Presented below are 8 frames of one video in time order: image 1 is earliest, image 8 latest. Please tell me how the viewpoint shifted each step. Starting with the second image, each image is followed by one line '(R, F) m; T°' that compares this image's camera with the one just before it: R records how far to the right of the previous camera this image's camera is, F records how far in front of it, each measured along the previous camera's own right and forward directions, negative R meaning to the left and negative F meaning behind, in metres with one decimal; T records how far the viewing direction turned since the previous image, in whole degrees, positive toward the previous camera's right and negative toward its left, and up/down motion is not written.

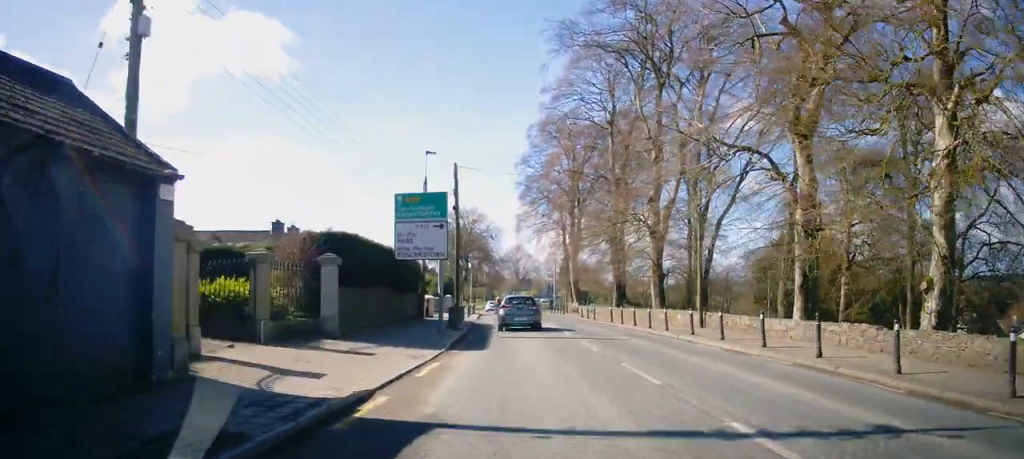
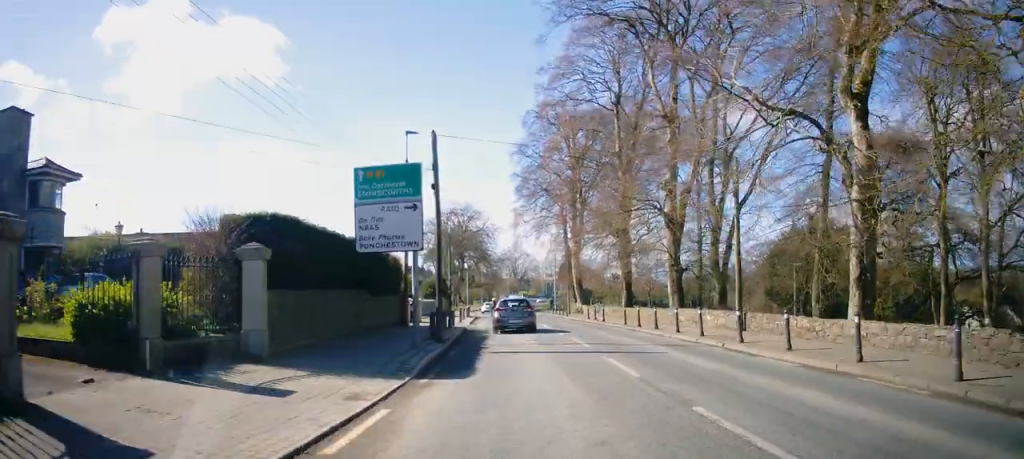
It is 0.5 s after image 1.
(0.0, +4.9) m; 0°
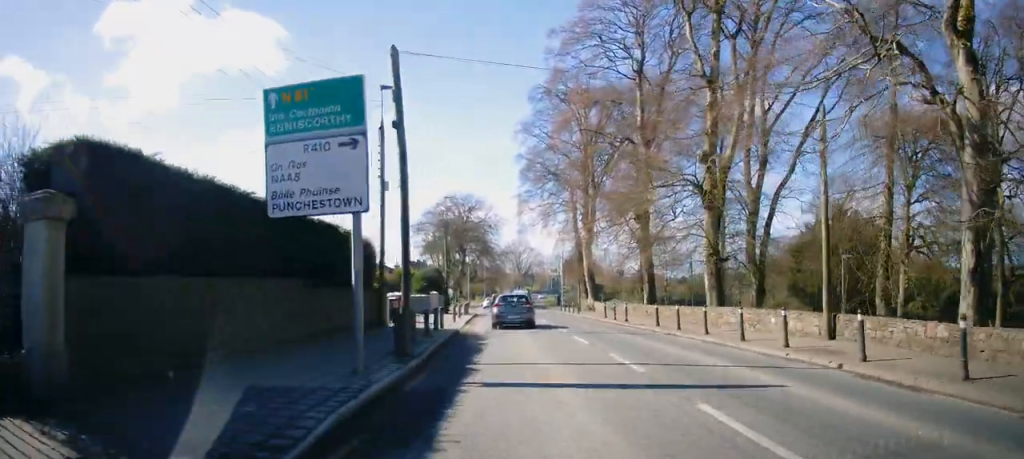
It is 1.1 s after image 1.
(0.0, +6.3) m; +1°
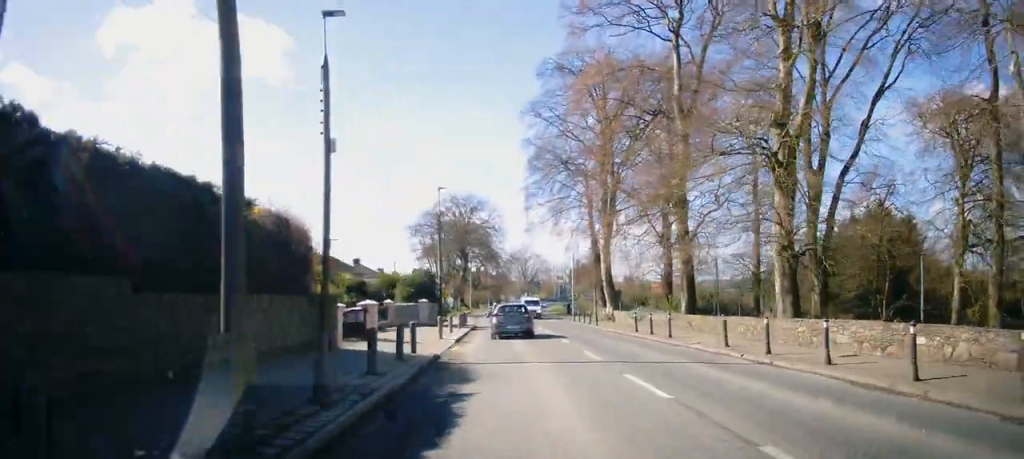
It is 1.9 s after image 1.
(0.0, +7.7) m; 0°
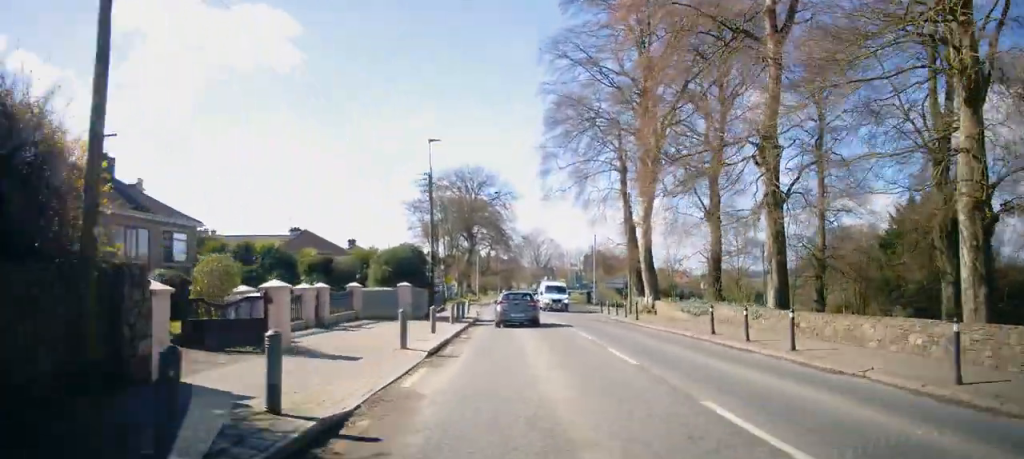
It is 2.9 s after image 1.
(0.0, +9.9) m; -3°
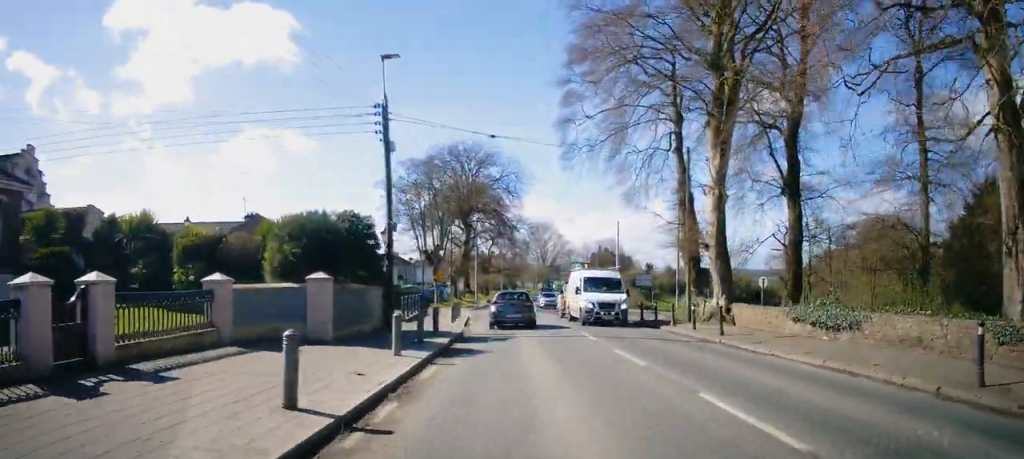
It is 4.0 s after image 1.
(-0.6, +12.4) m; -2°
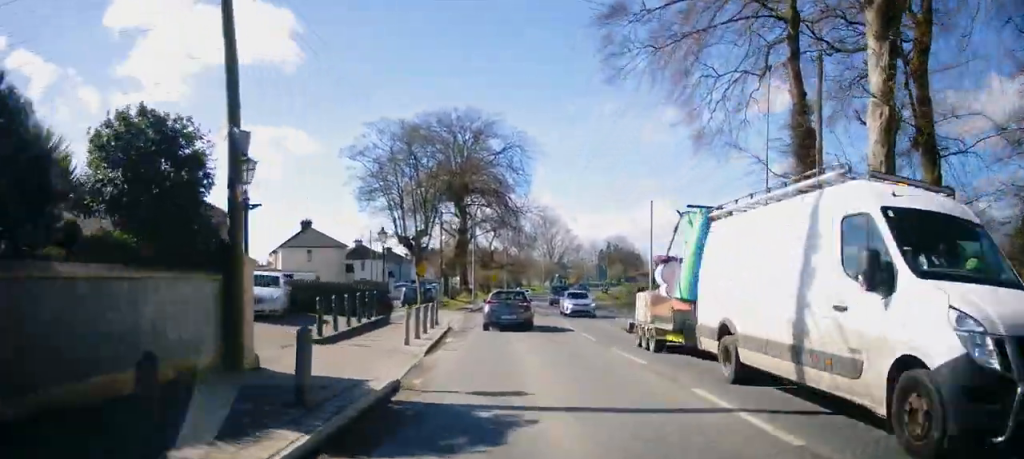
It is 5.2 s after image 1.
(+0.2, +12.0) m; +1°
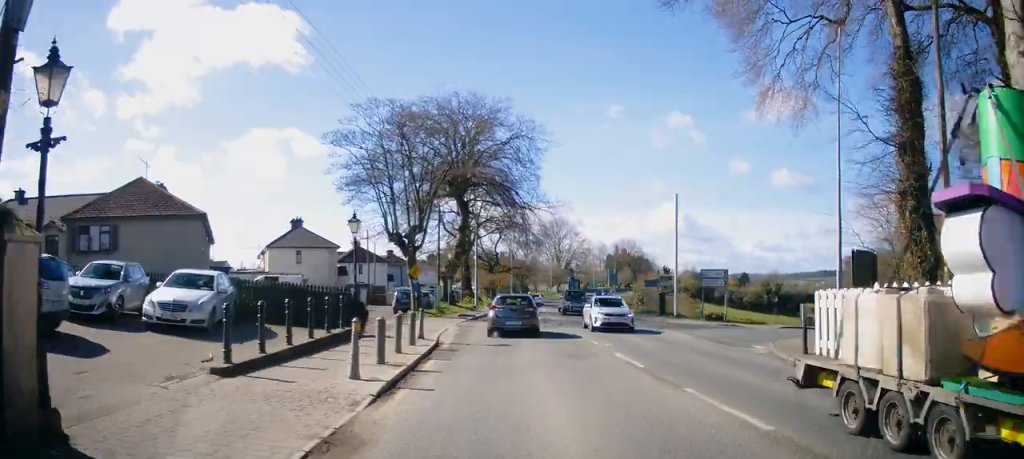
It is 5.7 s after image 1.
(0.0, +5.2) m; 0°
